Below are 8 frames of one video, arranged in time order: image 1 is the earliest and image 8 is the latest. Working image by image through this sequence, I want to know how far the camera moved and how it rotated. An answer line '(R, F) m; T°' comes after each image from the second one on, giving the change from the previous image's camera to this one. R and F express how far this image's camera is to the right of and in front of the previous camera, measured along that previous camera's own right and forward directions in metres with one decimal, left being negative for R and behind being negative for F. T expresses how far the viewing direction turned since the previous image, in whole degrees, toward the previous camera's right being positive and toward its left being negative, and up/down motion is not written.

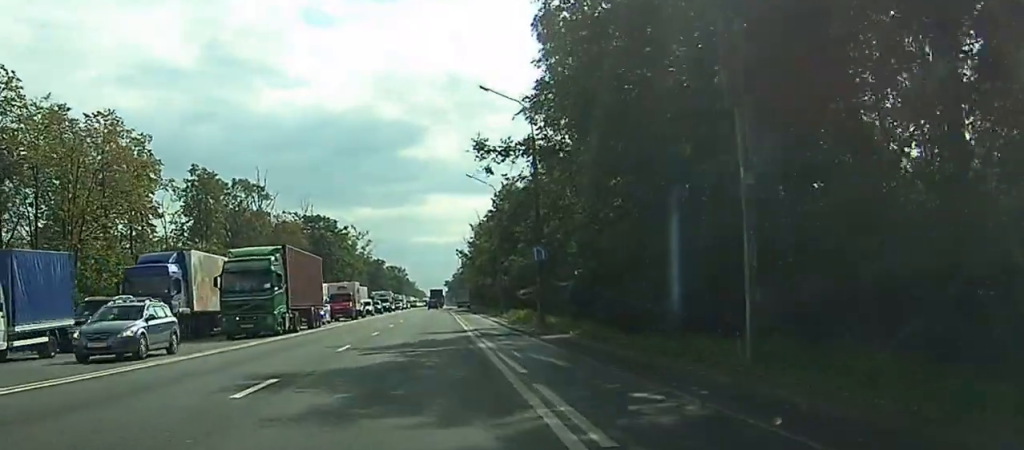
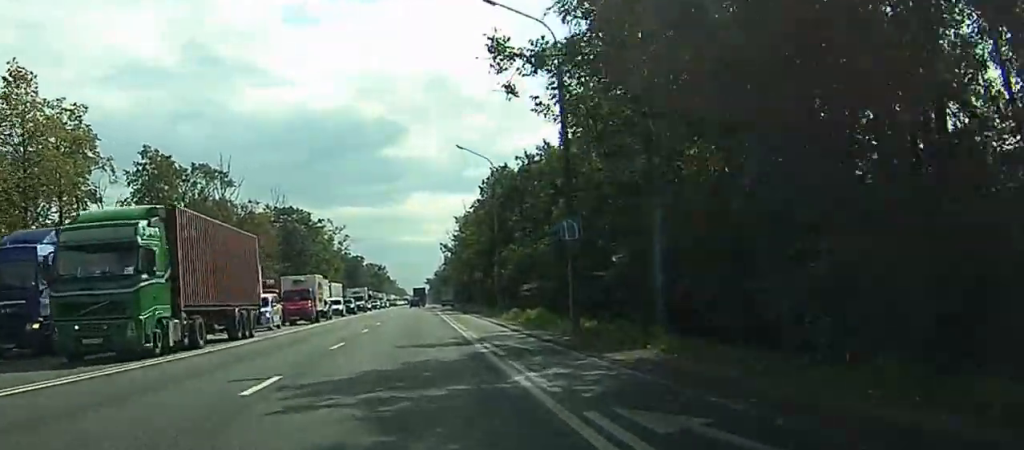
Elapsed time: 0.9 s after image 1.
(+0.2, +11.3) m; +2°
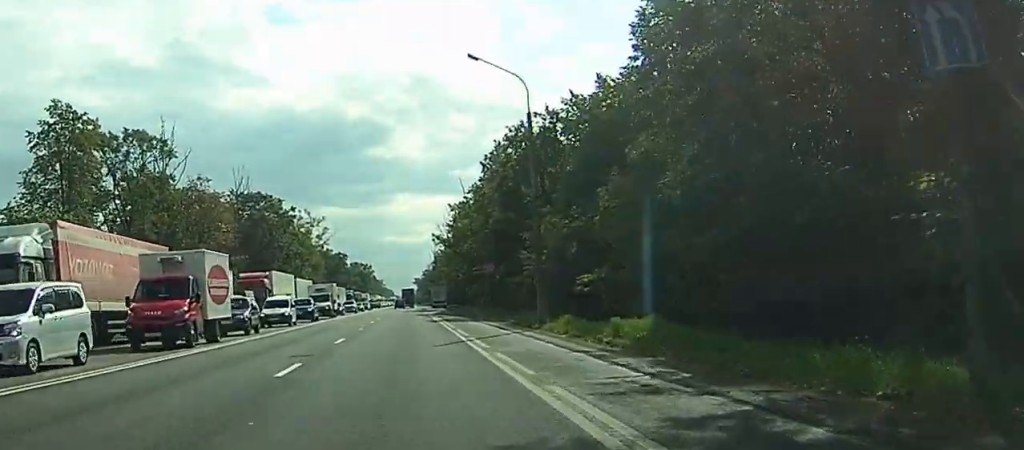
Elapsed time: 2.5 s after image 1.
(+0.3, +20.3) m; +1°
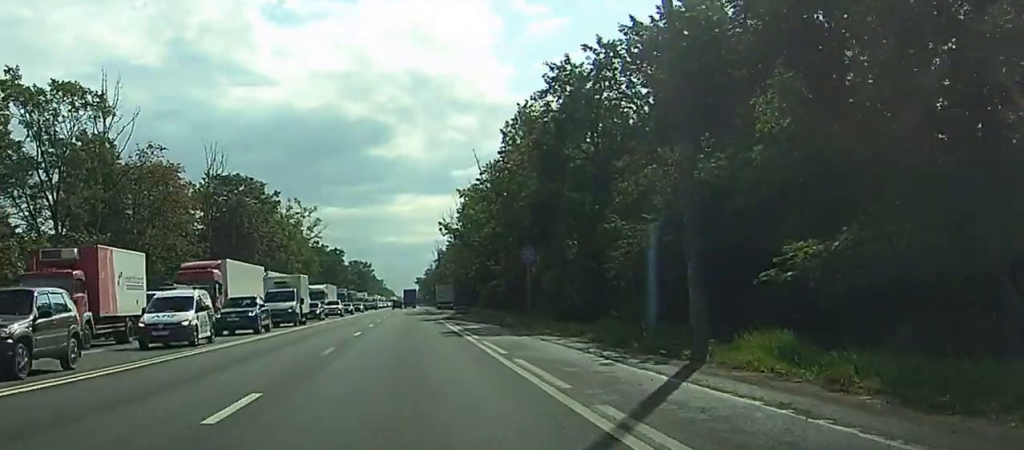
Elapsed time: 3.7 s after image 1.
(+0.1, +18.1) m; +1°
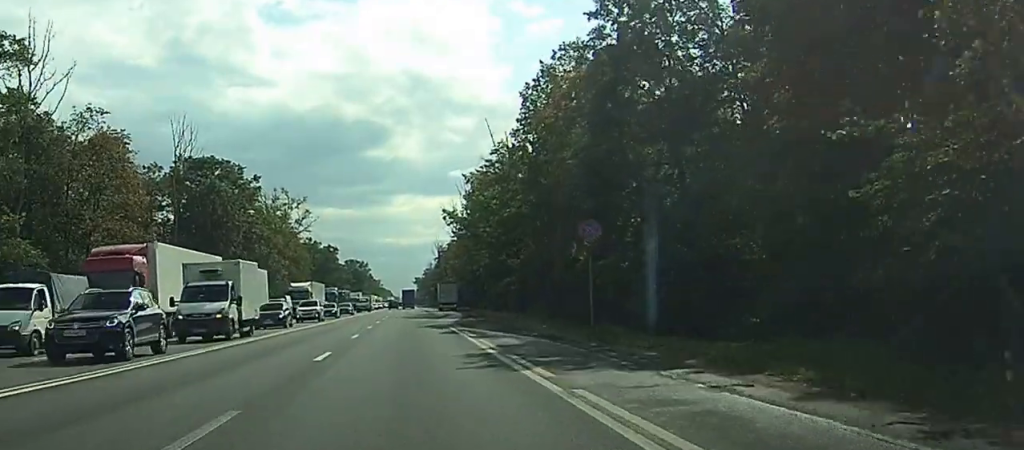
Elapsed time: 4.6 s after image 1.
(+0.2, +14.1) m; +1°
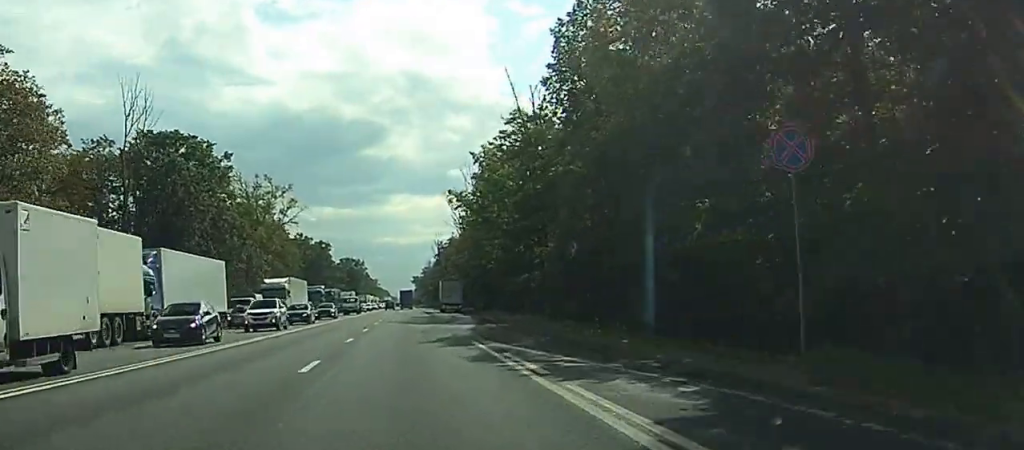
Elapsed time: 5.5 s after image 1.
(+0.1, +14.9) m; 0°
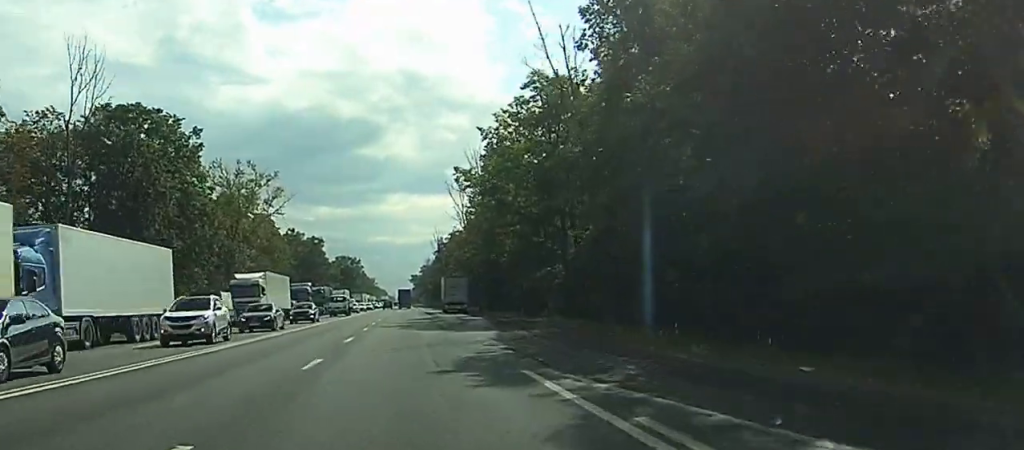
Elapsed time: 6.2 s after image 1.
(-0.1, +11.5) m; -1°
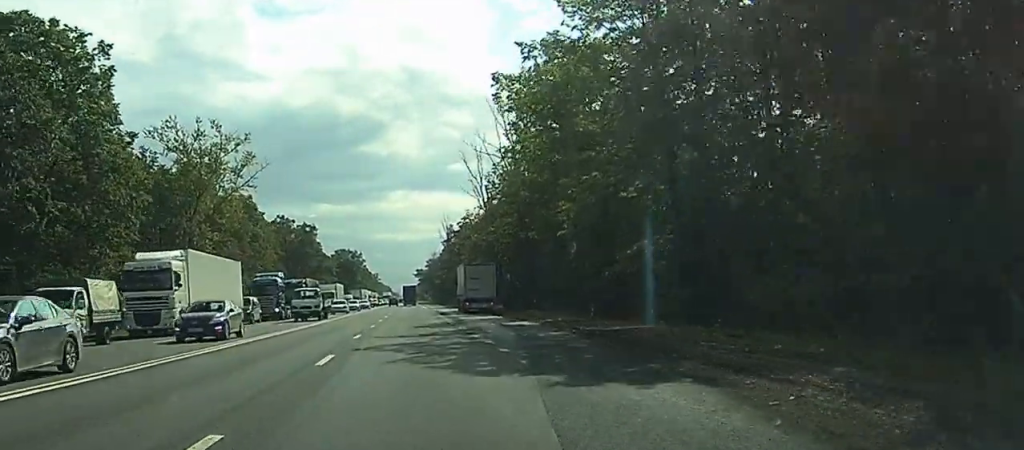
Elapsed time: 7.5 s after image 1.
(-0.1, +23.3) m; 0°
